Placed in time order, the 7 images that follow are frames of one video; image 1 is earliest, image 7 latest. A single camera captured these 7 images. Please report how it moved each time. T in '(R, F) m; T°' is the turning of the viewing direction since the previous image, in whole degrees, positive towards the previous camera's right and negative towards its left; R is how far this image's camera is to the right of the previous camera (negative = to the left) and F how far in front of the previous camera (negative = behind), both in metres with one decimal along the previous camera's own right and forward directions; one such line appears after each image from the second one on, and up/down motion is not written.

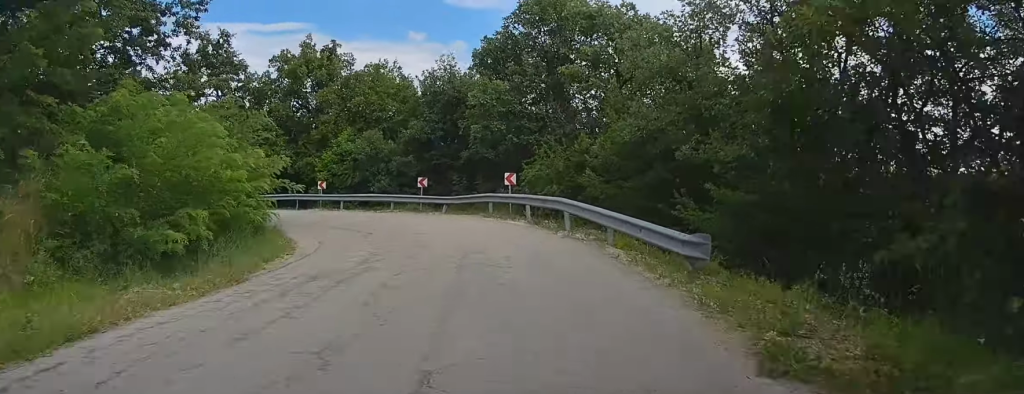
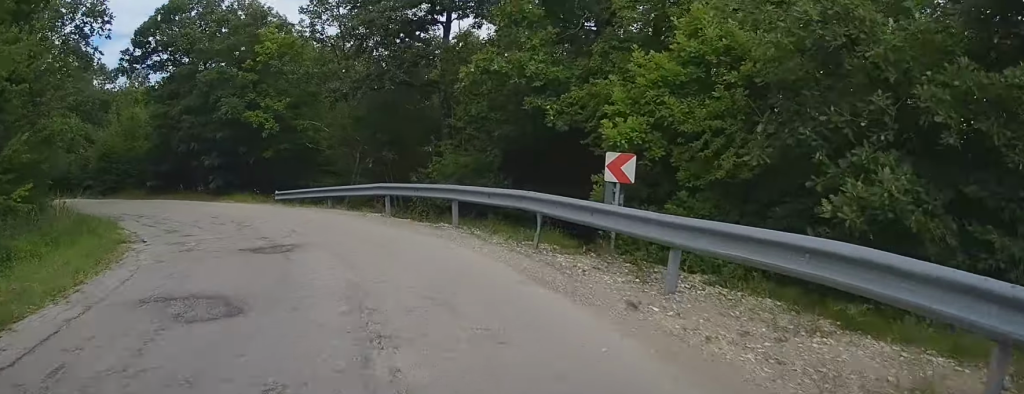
(-4.4, +26.7) m; -35°
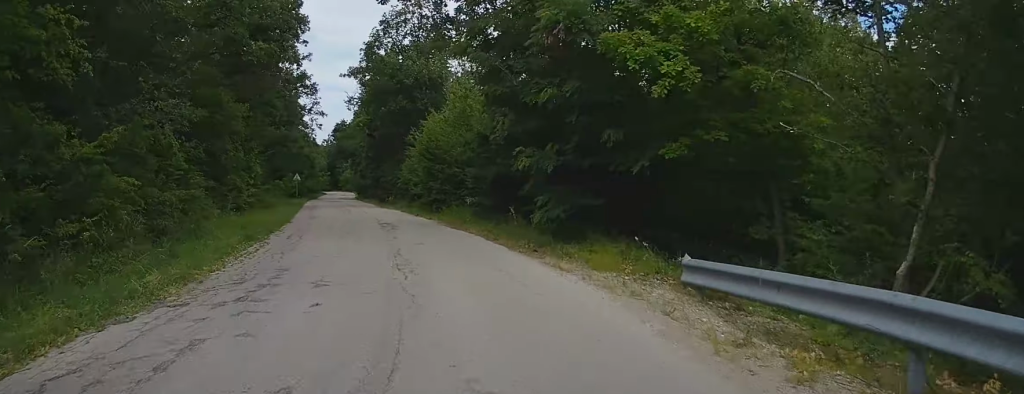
(-6.0, +15.3) m; -32°
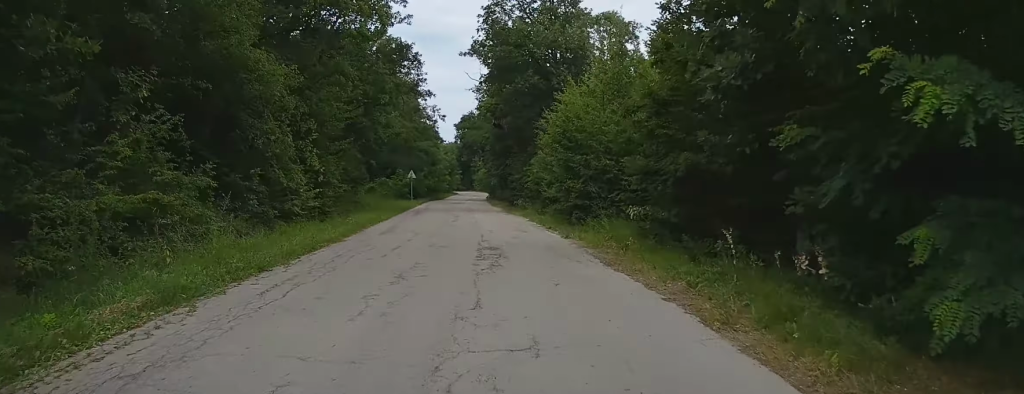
(-1.0, +9.4) m; -9°
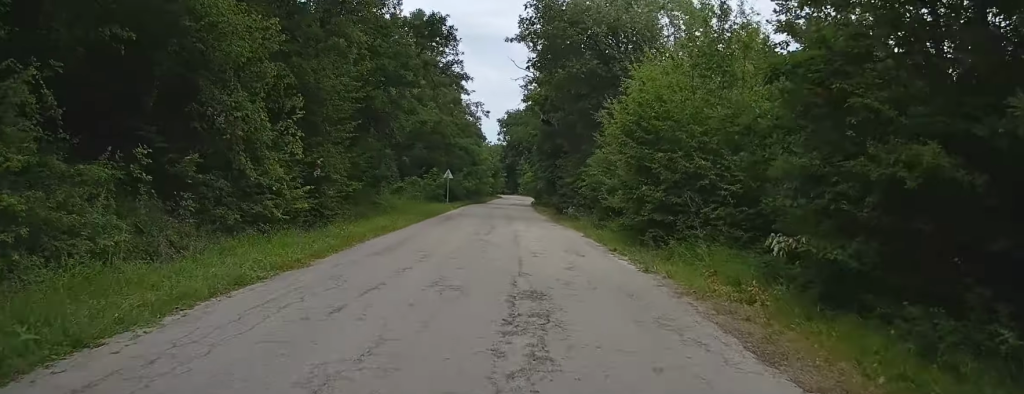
(-0.3, +5.8) m; -3°
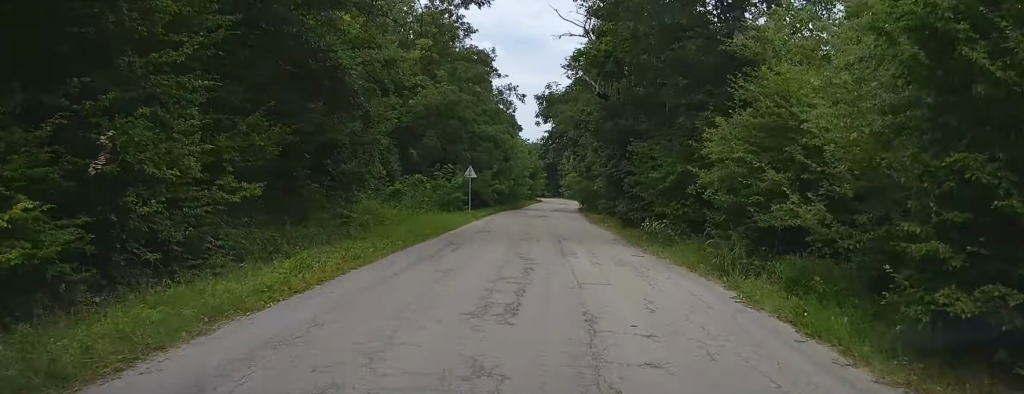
(-0.6, +12.2) m; -5°
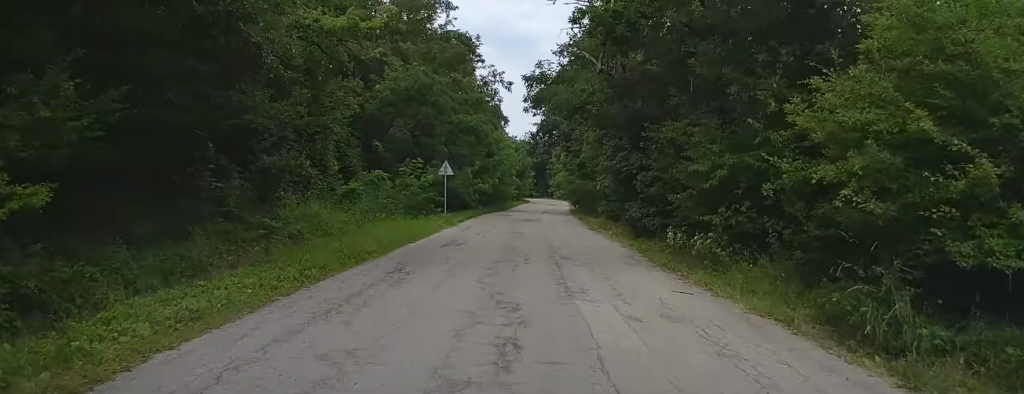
(-0.1, +5.5) m; -1°
